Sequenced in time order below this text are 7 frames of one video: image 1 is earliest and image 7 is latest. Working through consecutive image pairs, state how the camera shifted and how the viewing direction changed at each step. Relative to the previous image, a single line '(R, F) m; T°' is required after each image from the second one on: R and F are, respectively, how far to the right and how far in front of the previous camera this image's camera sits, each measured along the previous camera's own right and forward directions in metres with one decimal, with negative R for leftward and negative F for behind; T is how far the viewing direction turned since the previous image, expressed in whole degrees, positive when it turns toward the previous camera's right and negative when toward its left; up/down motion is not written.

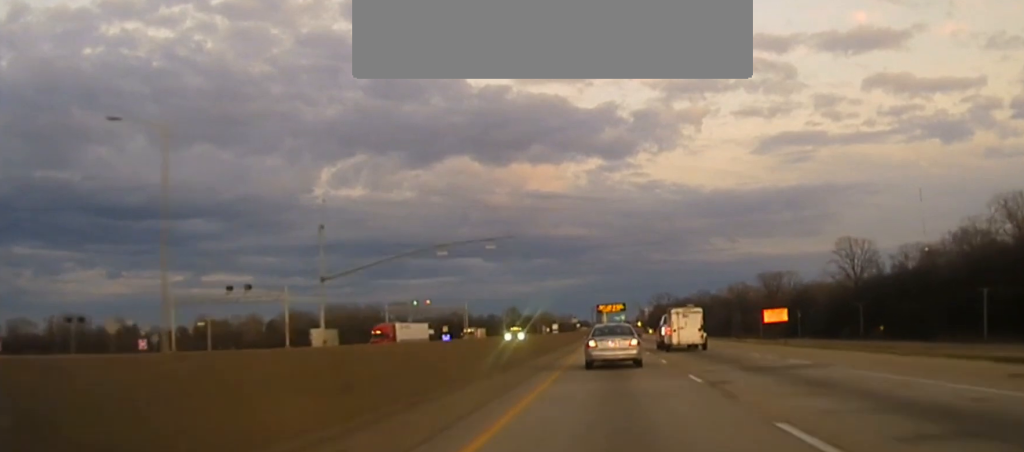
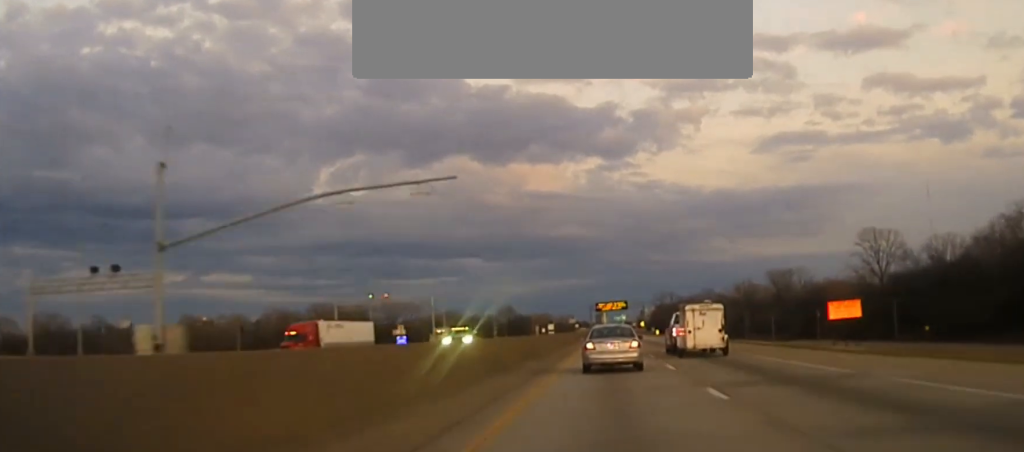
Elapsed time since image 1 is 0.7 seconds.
(-0.1, +30.3) m; 0°
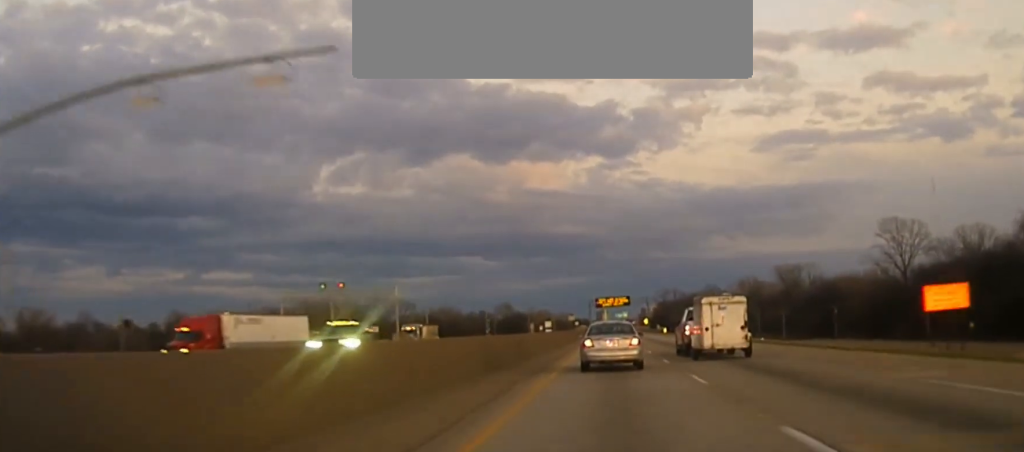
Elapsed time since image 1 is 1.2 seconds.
(+0.2, +23.3) m; 0°
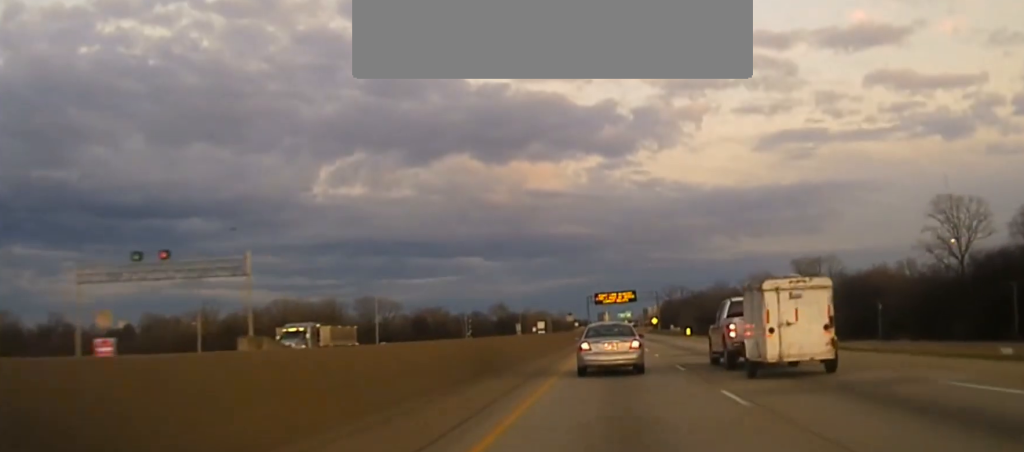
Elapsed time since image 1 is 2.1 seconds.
(0.0, +40.7) m; -1°
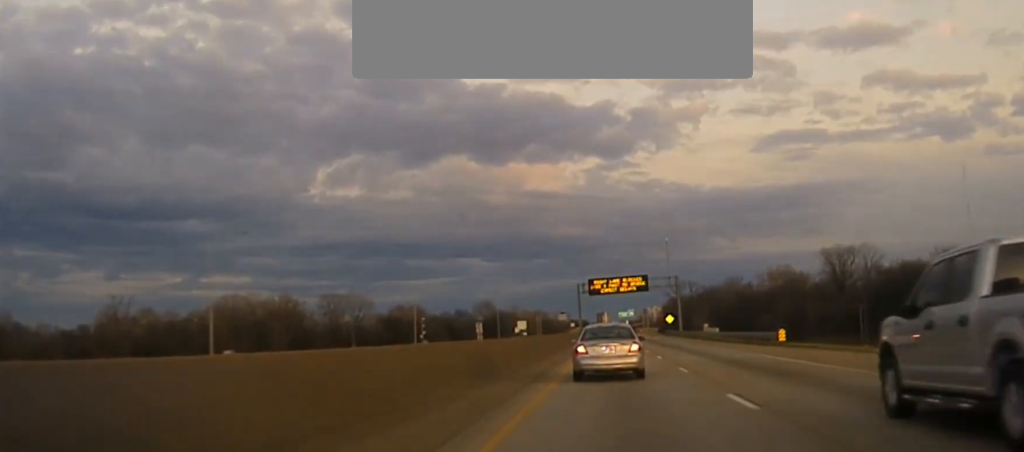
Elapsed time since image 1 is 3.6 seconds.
(-1.2, +57.1) m; -1°
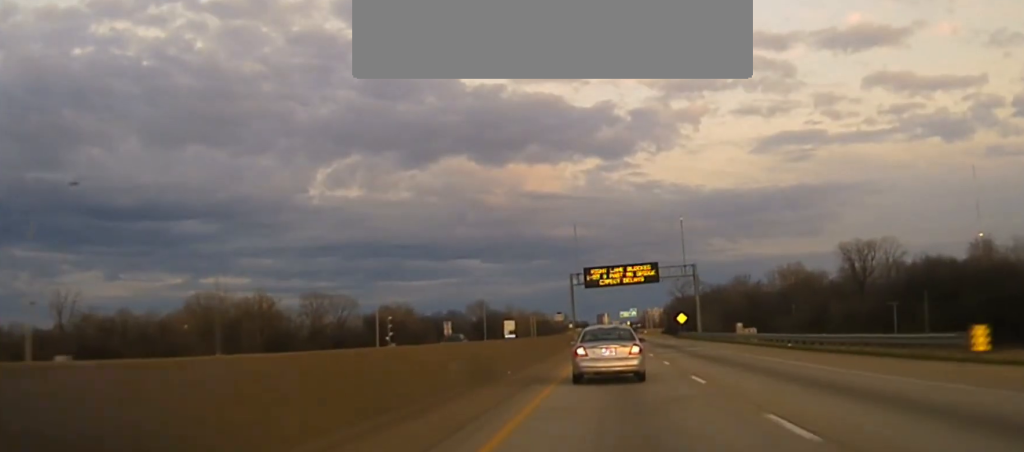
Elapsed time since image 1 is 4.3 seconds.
(+0.5, +27.5) m; 0°
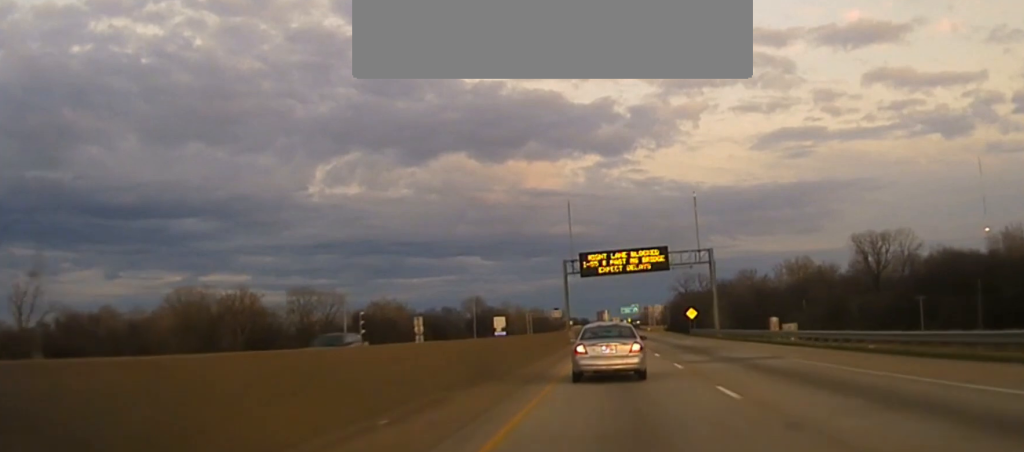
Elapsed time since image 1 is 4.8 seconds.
(+0.1, +18.7) m; 0°
